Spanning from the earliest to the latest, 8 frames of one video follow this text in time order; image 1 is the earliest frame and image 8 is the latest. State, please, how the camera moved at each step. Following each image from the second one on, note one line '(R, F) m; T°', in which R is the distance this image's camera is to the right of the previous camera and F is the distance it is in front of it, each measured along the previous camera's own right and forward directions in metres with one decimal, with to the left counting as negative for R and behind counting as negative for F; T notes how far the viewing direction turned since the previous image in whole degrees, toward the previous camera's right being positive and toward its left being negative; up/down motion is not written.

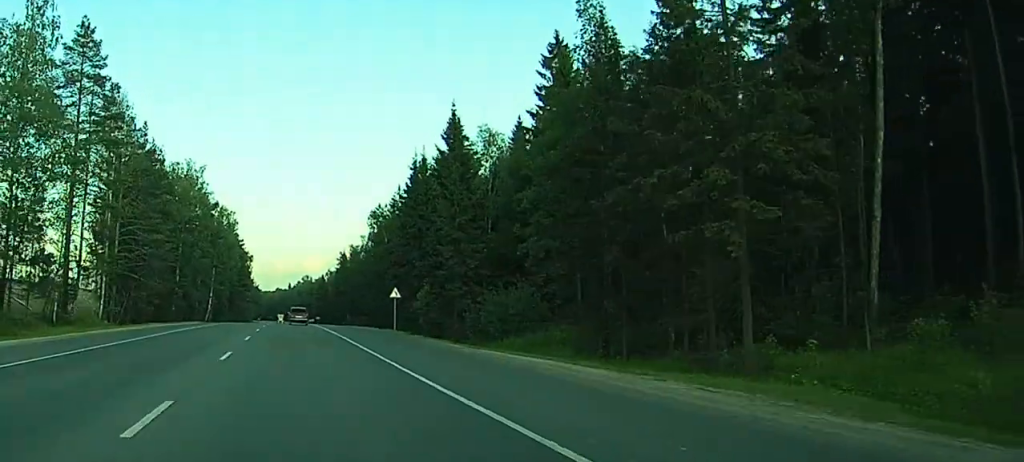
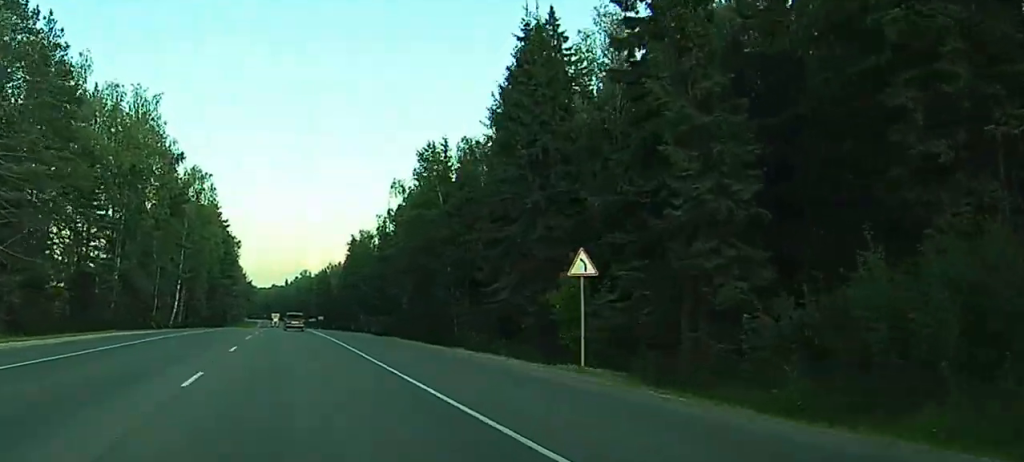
(+1.8, +44.0) m; +4°
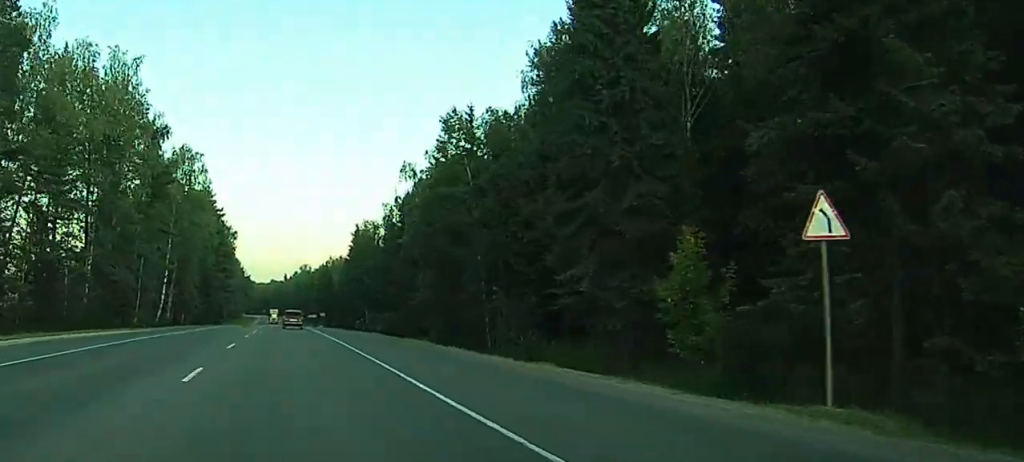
(-0.7, +12.0) m; -2°
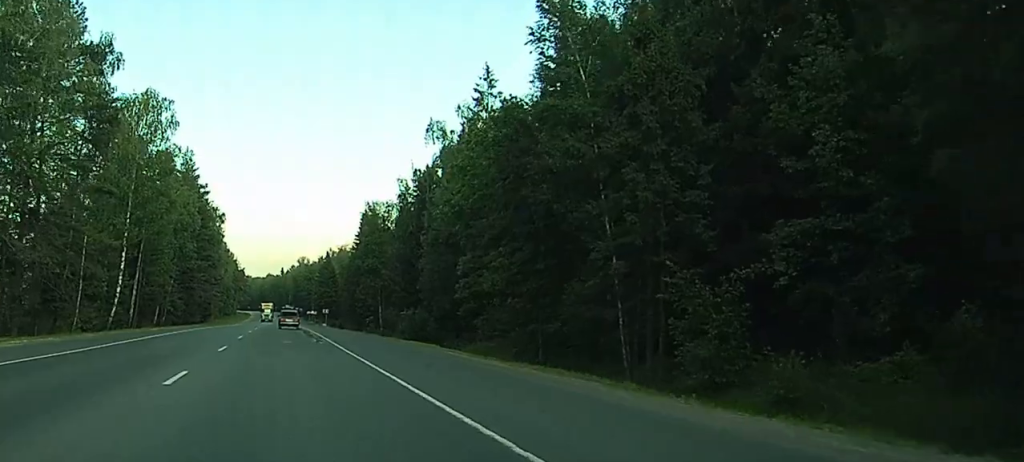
(-0.7, +25.5) m; -1°
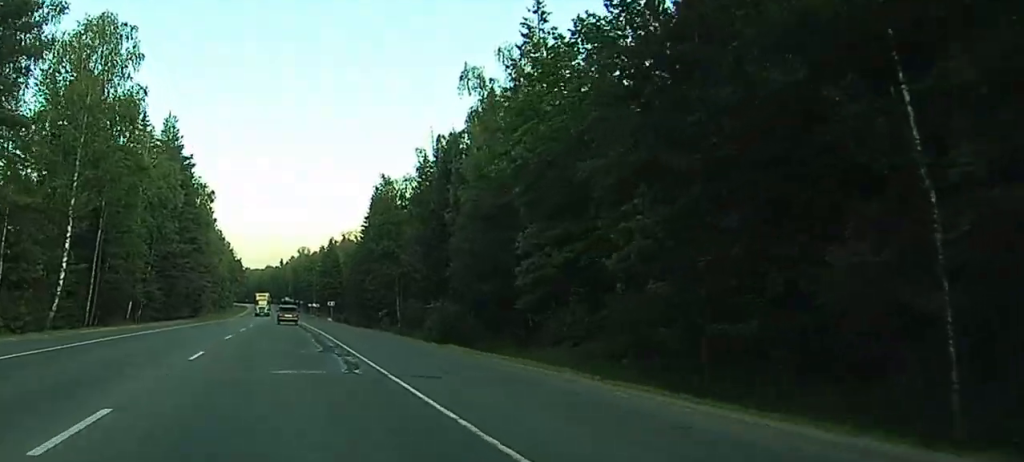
(0.0, +19.3) m; 0°
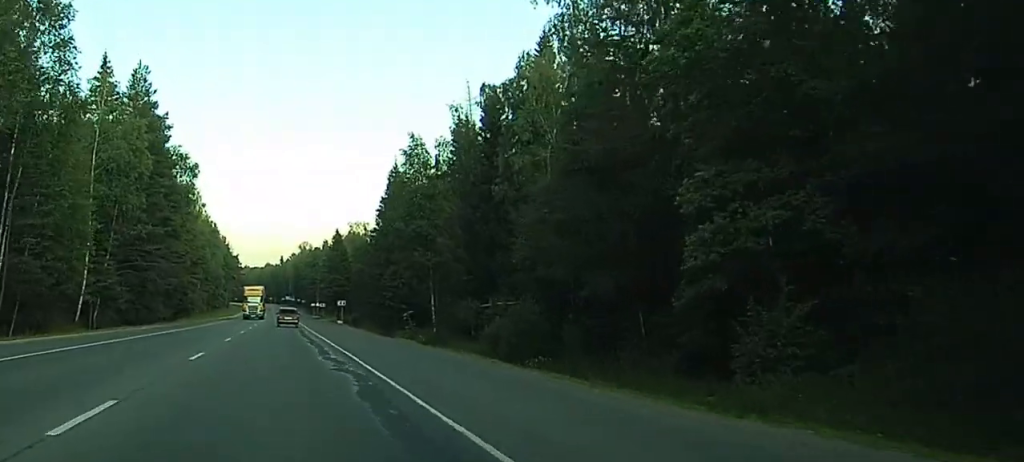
(0.0, +23.1) m; 0°
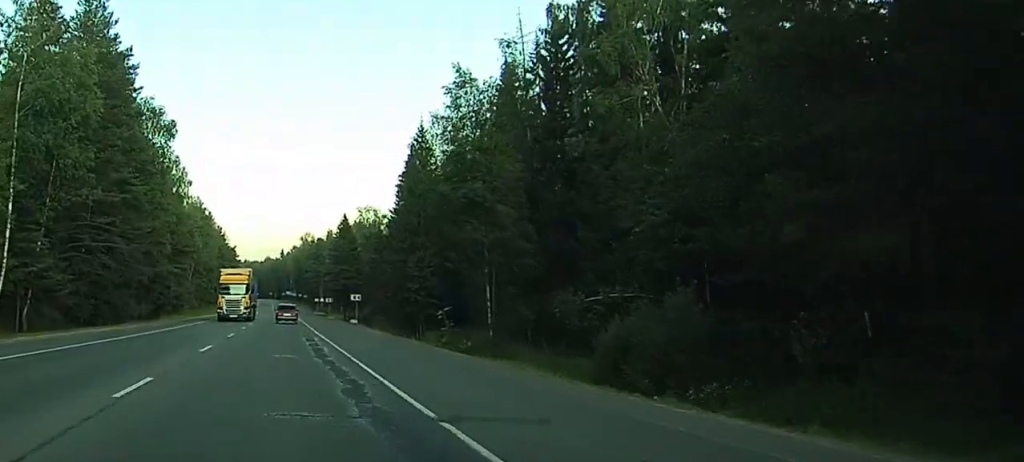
(0.0, +20.2) m; -1°
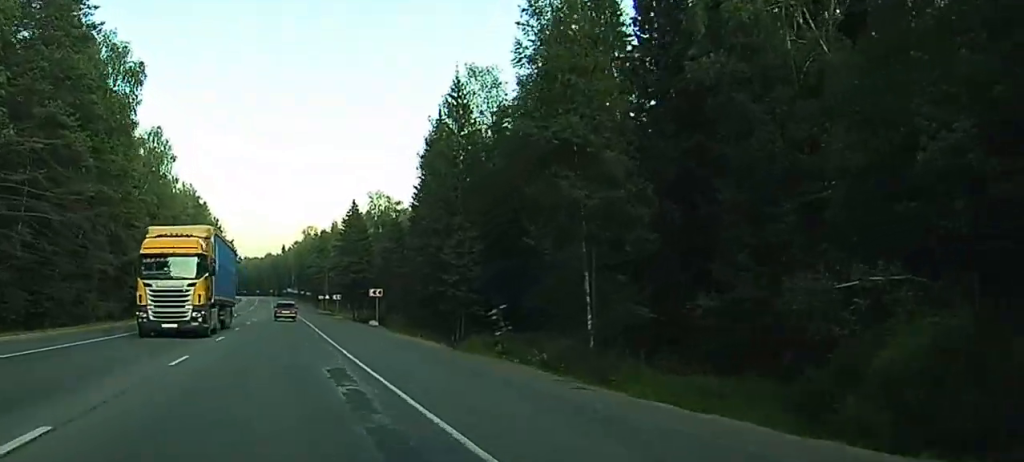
(-0.3, +17.4) m; -1°
